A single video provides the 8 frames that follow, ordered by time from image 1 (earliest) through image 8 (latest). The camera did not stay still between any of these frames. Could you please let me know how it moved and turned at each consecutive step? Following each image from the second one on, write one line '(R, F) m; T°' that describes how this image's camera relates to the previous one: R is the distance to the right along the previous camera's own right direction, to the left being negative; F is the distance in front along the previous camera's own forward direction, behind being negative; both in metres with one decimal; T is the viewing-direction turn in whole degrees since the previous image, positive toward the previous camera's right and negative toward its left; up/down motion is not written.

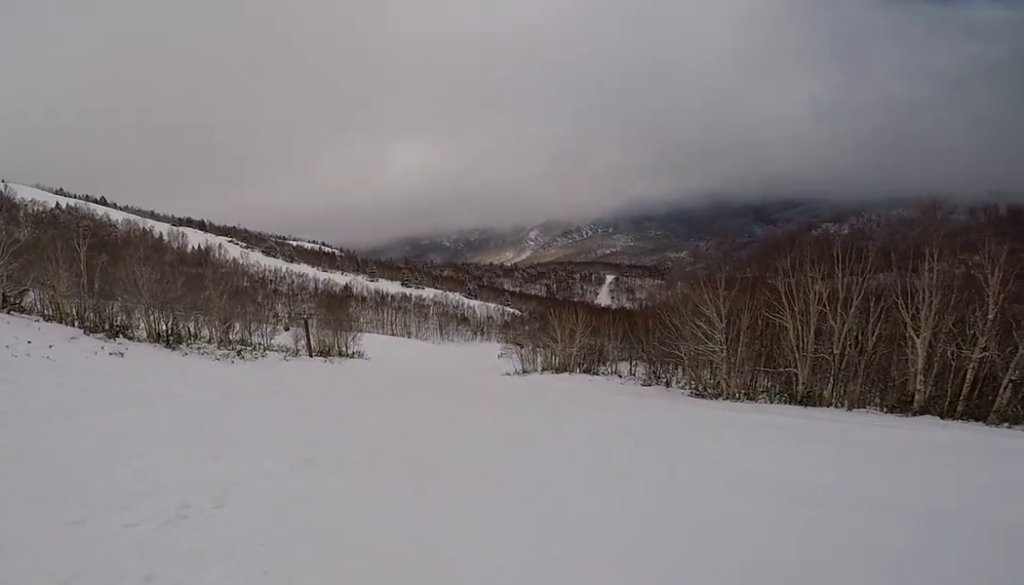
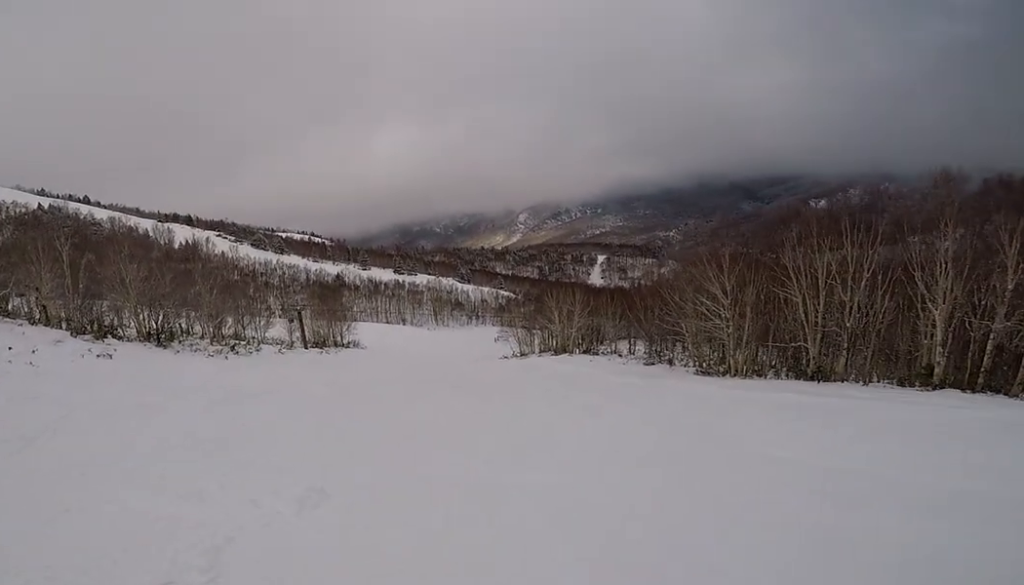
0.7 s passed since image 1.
(-0.2, +1.8) m; -7°
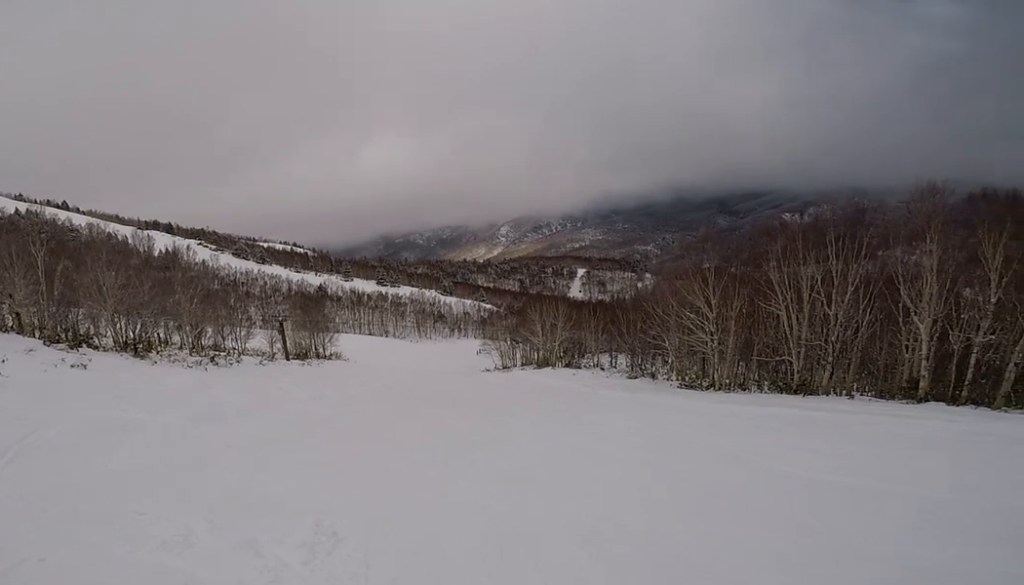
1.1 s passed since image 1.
(-0.1, +1.2) m; 0°
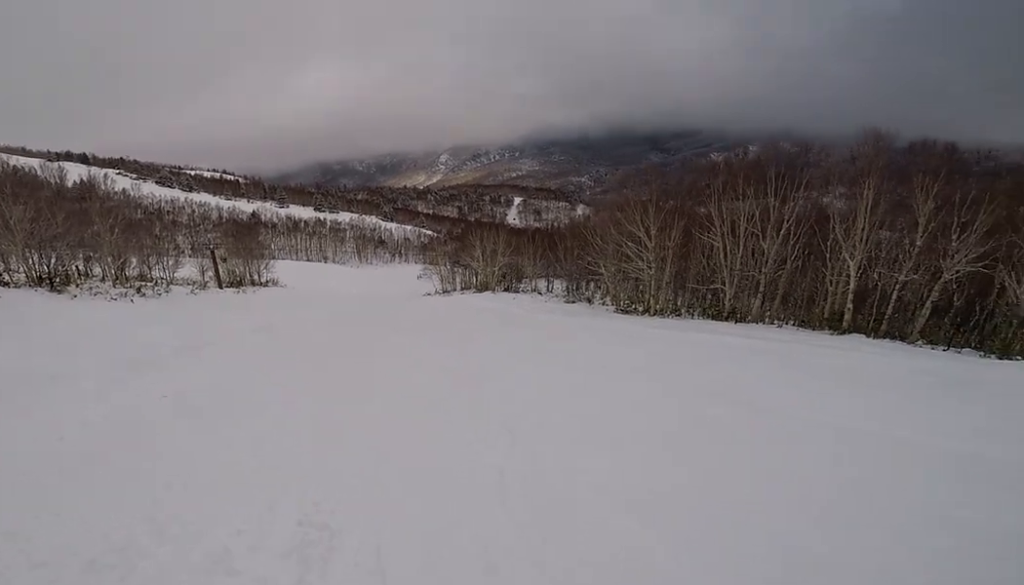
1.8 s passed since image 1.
(+0.1, +1.8) m; +15°
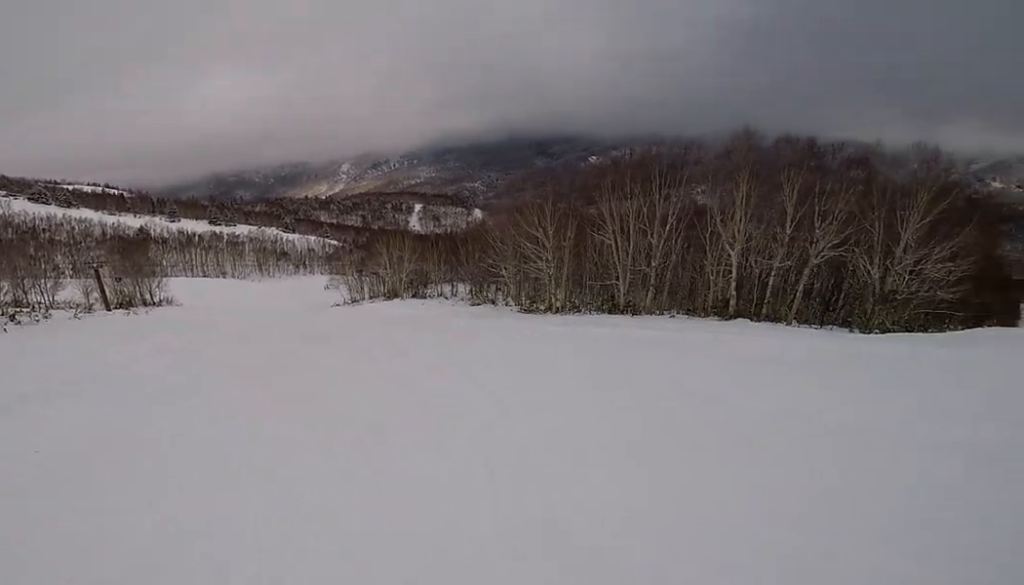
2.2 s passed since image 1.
(-0.3, +1.2) m; +13°
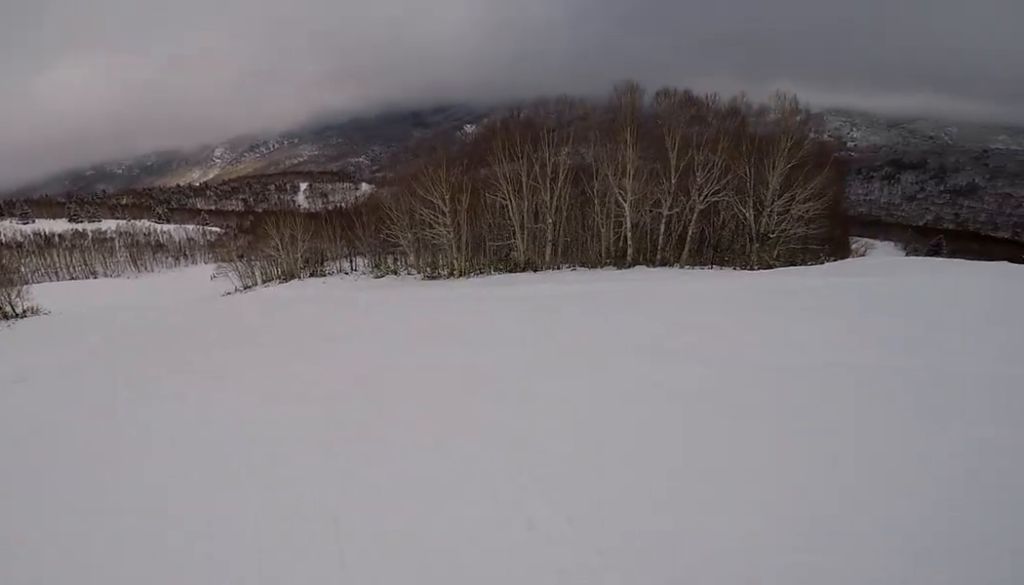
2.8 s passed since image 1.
(+0.7, +2.0) m; +11°
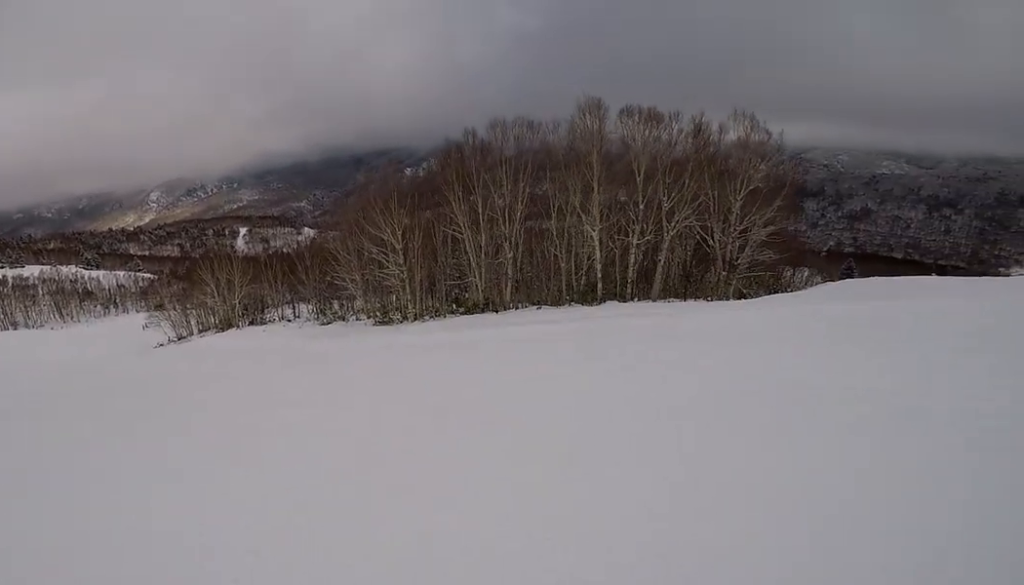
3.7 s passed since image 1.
(+0.4, +3.4) m; -1°
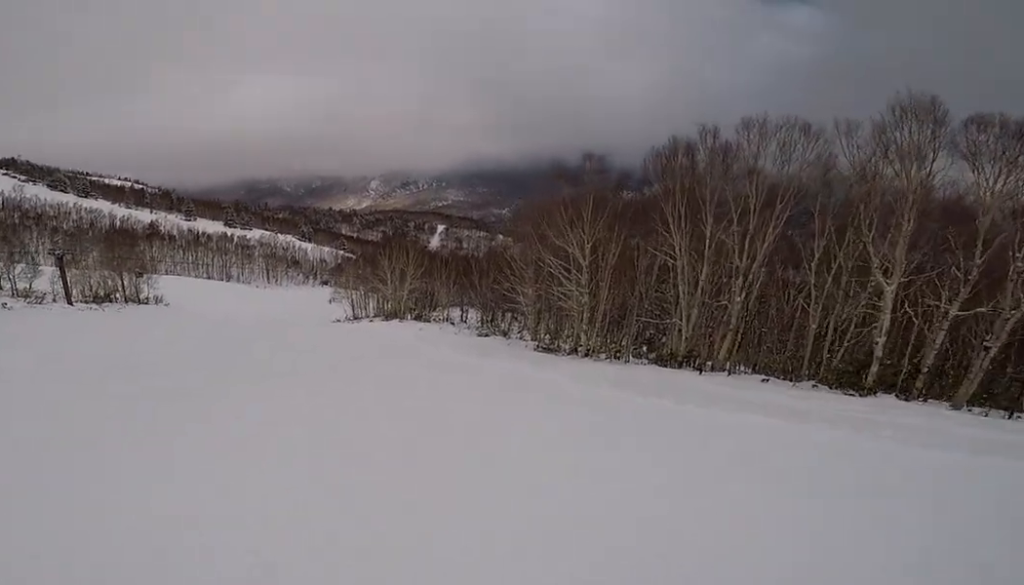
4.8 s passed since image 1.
(-0.8, +4.9) m; -16°
